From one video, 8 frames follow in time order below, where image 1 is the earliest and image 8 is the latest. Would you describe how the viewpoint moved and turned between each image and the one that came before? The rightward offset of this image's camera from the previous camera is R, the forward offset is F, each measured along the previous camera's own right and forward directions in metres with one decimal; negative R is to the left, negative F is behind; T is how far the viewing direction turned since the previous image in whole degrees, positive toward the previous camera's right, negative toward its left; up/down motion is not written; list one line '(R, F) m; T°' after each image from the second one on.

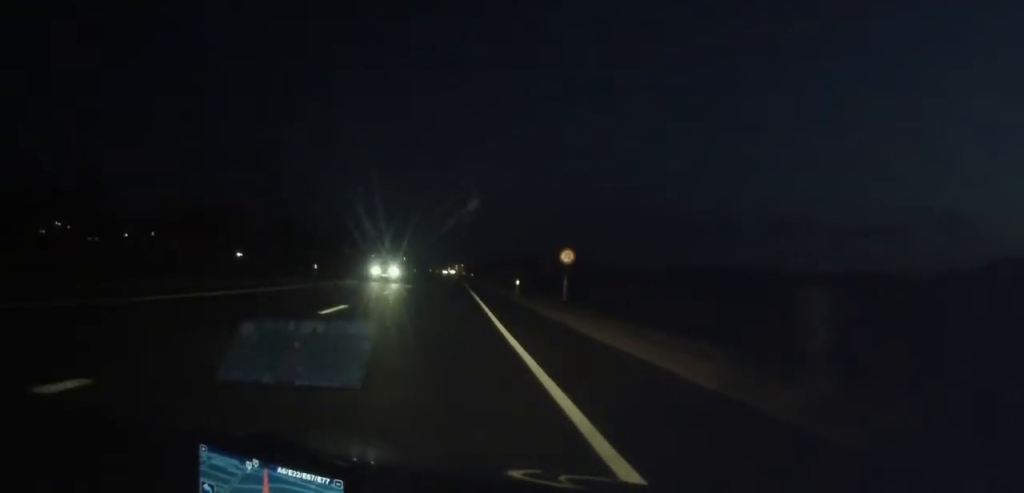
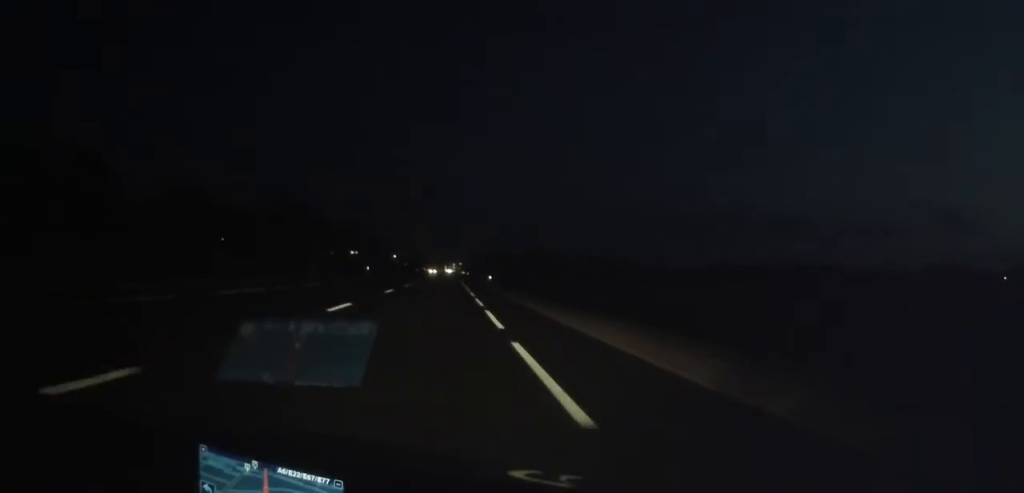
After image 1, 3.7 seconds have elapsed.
(-0.4, +82.9) m; 0°
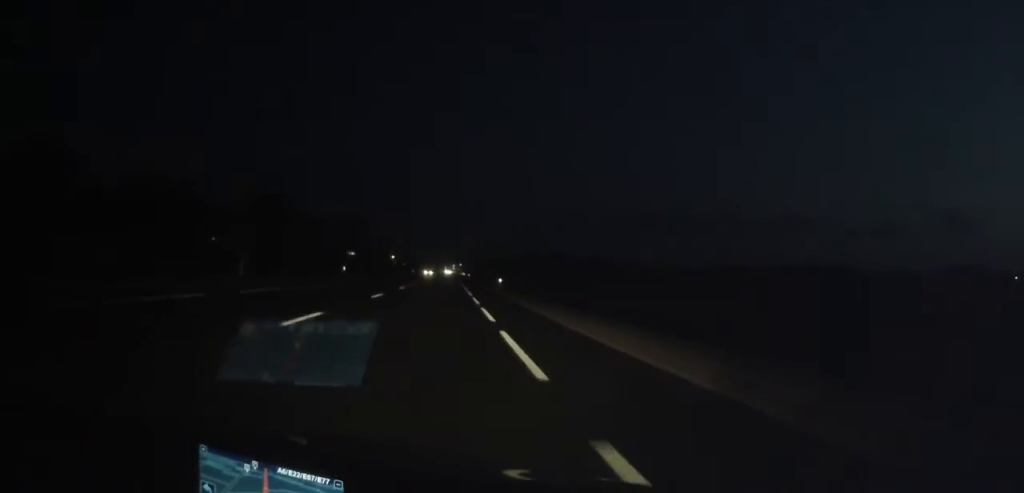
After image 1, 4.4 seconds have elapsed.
(-0.2, +15.8) m; 0°
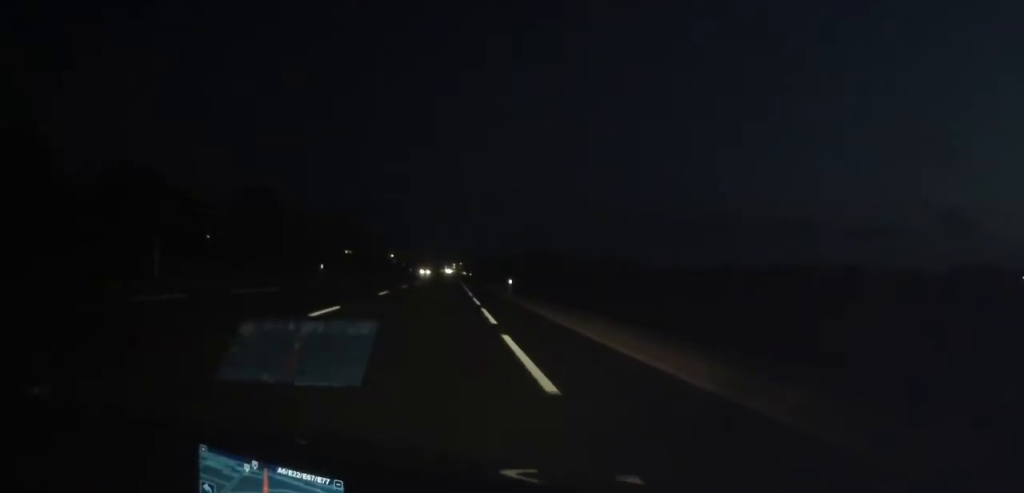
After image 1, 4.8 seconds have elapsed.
(0.0, +9.8) m; 0°
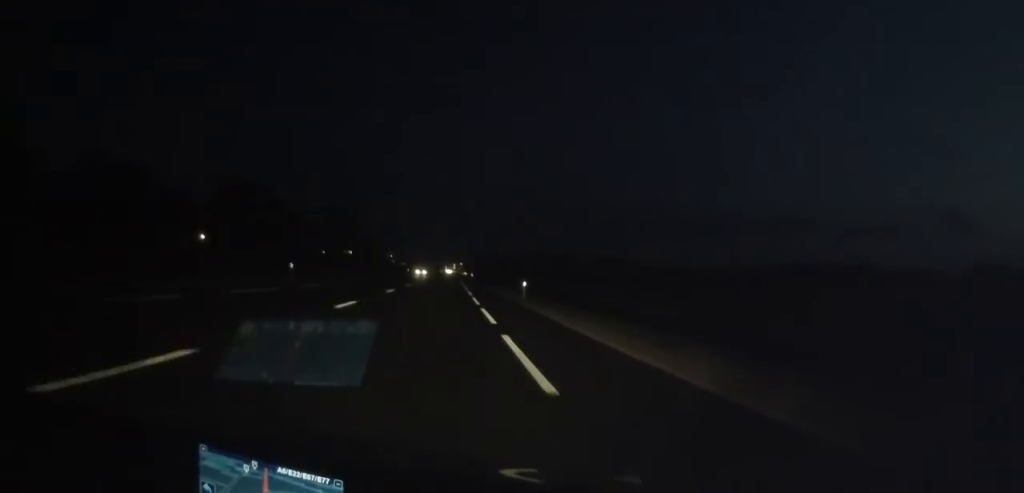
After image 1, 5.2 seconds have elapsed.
(+0.1, +9.0) m; 0°
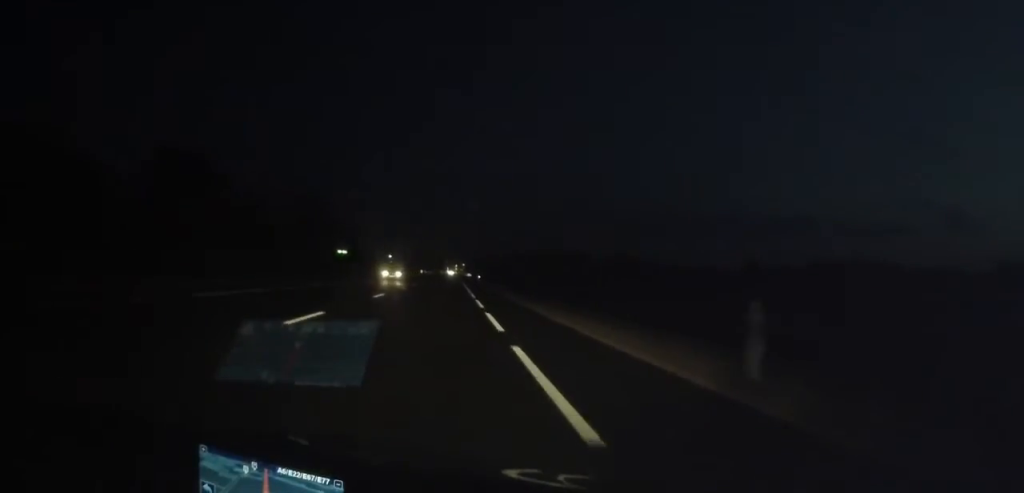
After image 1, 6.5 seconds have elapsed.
(+0.1, +28.7) m; 0°
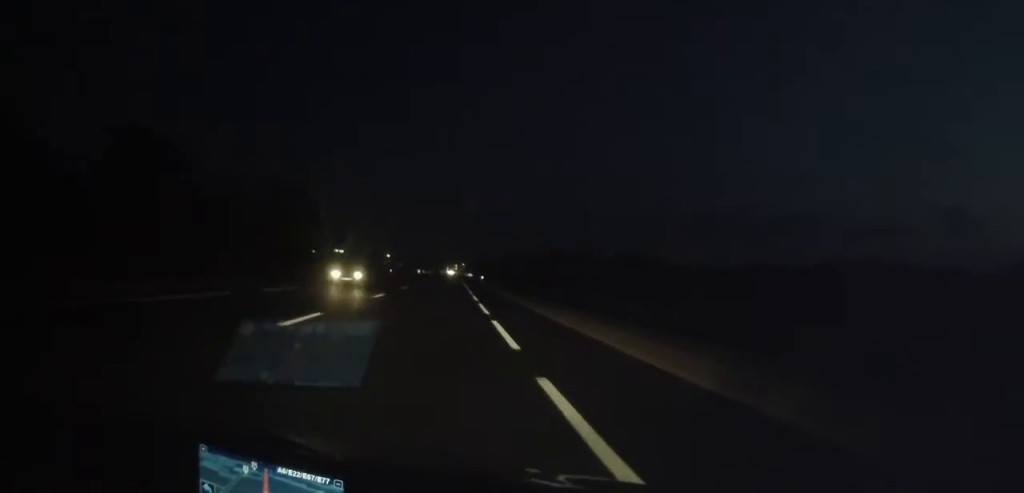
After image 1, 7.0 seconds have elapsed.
(0.0, +12.2) m; 0°
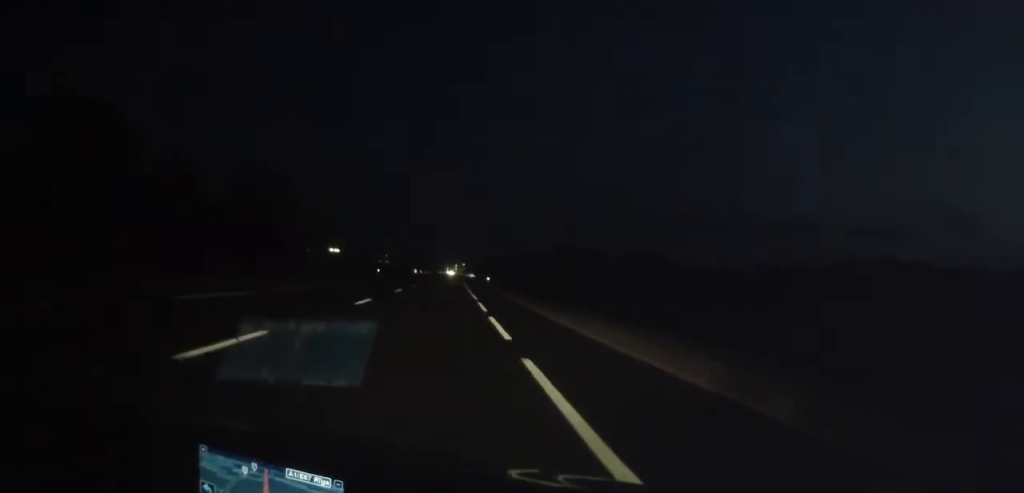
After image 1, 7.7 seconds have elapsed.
(0.0, +16.1) m; 0°
